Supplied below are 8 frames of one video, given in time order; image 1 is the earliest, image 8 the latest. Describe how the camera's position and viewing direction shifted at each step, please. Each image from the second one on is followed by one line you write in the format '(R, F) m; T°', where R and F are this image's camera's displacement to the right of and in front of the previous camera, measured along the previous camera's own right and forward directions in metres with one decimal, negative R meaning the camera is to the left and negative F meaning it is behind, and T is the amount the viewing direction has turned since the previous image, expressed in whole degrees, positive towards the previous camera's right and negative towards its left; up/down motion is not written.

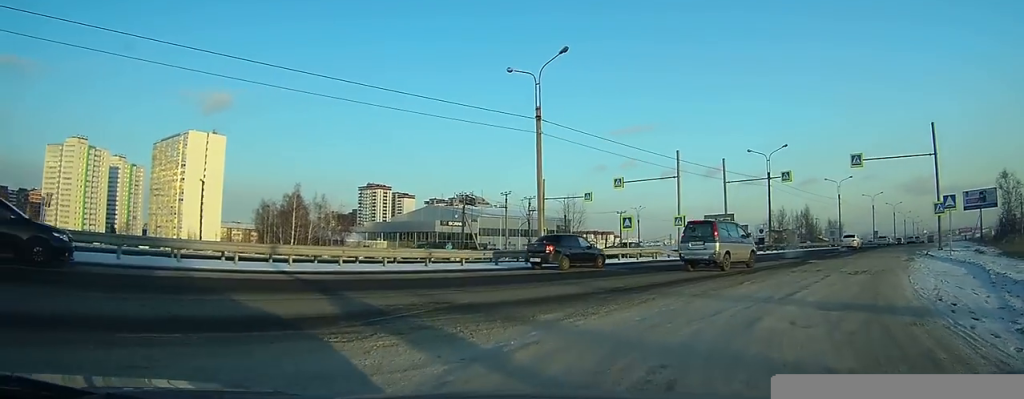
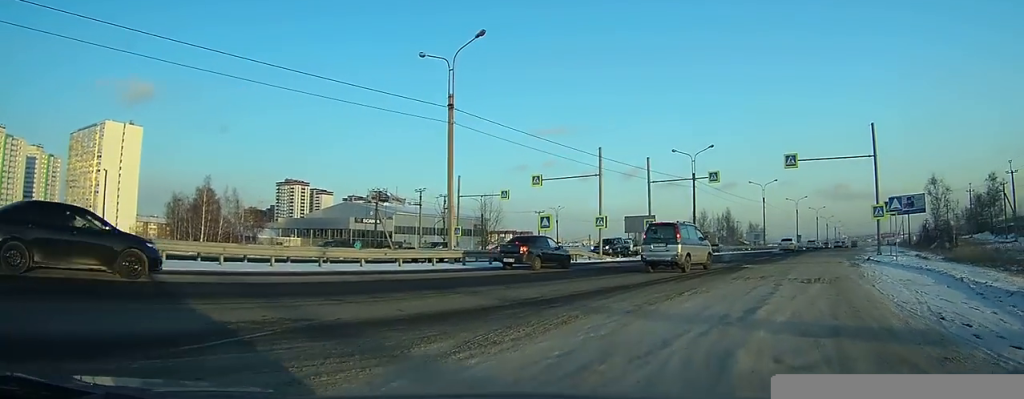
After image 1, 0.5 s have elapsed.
(+0.1, +2.2) m; +7°
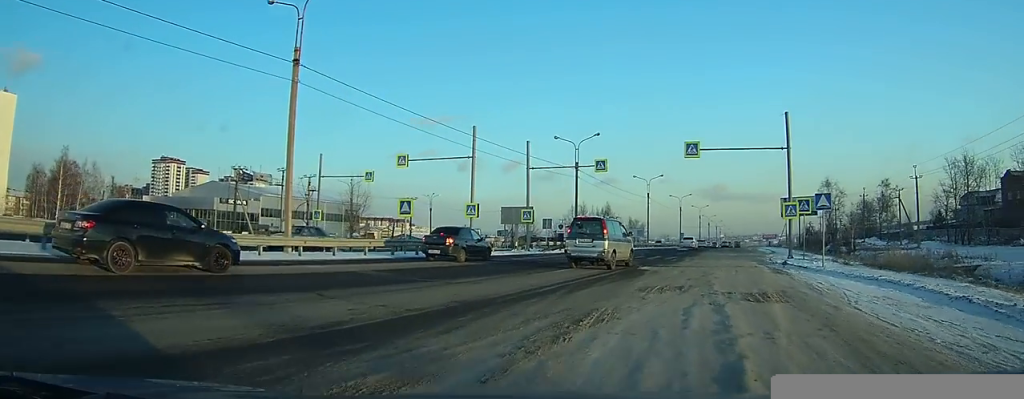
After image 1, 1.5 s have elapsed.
(+0.4, +4.3) m; +12°
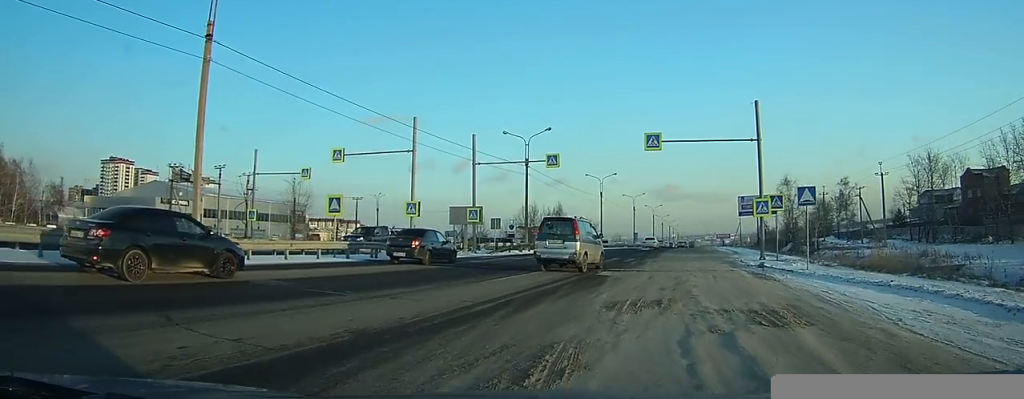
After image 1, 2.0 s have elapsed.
(+0.3, +2.8) m; +6°
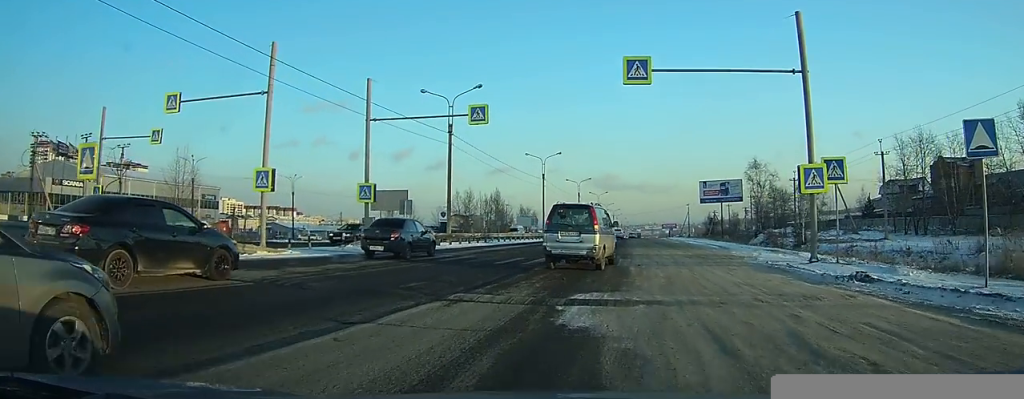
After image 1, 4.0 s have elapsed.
(+1.7, +10.9) m; +13°
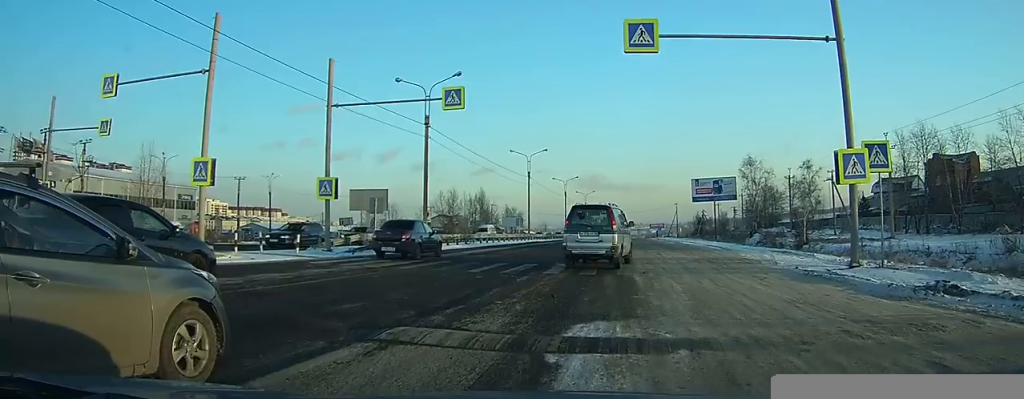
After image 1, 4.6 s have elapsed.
(+0.1, +3.9) m; +2°
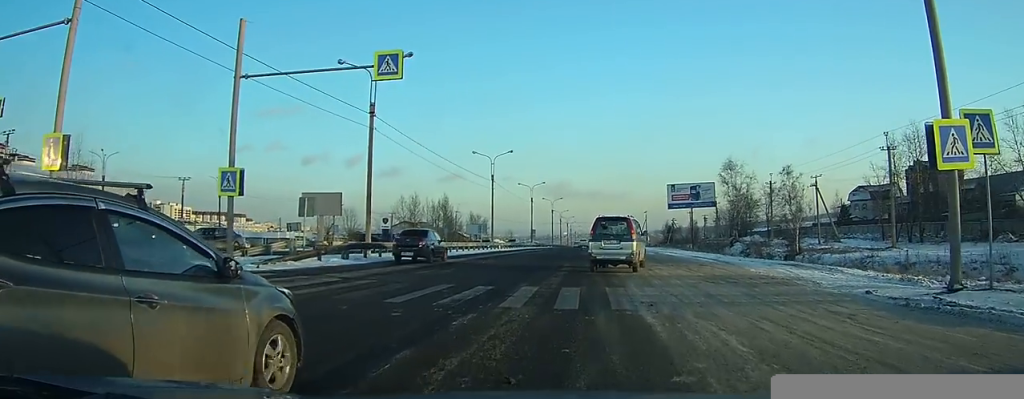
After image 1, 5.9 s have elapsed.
(+0.2, +6.8) m; +3°
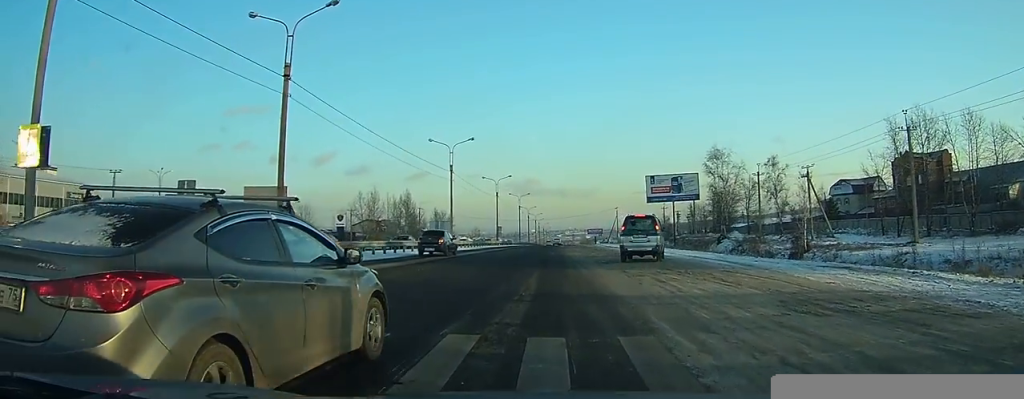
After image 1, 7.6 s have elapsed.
(+0.3, +8.5) m; +4°
